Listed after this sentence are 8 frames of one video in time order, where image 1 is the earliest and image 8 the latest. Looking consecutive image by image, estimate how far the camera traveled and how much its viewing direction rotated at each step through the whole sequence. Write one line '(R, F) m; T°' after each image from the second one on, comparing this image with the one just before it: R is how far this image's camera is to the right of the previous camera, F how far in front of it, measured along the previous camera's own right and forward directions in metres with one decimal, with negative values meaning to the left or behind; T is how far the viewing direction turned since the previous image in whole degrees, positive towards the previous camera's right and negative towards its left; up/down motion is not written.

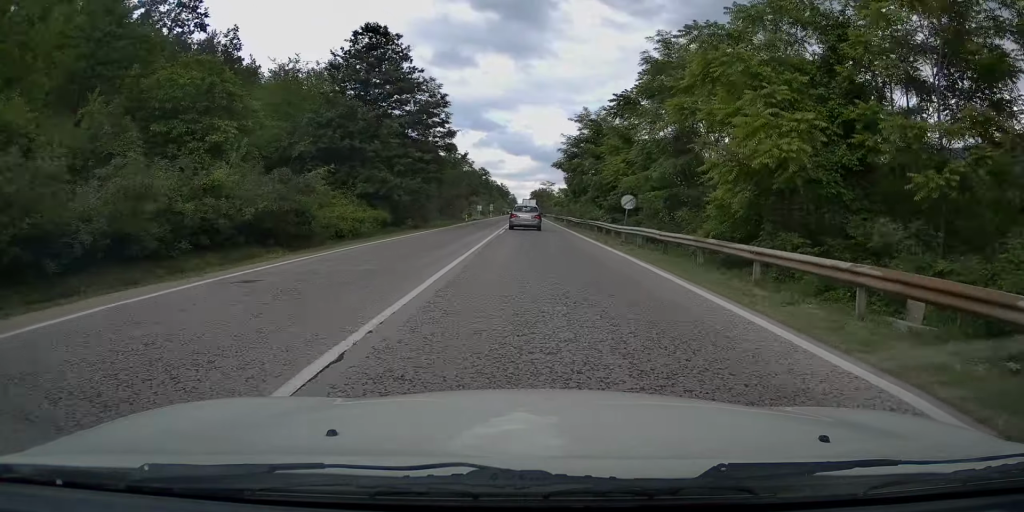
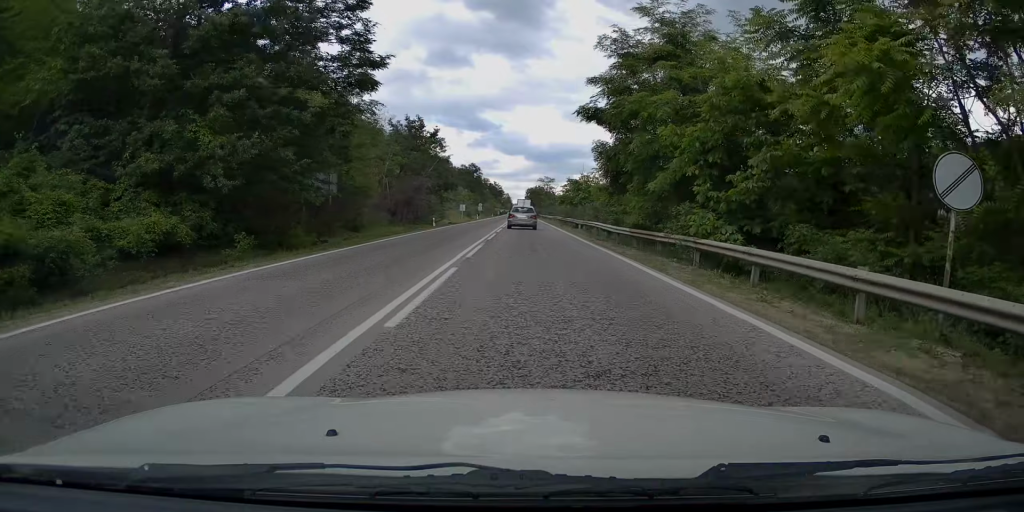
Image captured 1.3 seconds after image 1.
(-0.4, +22.8) m; -1°
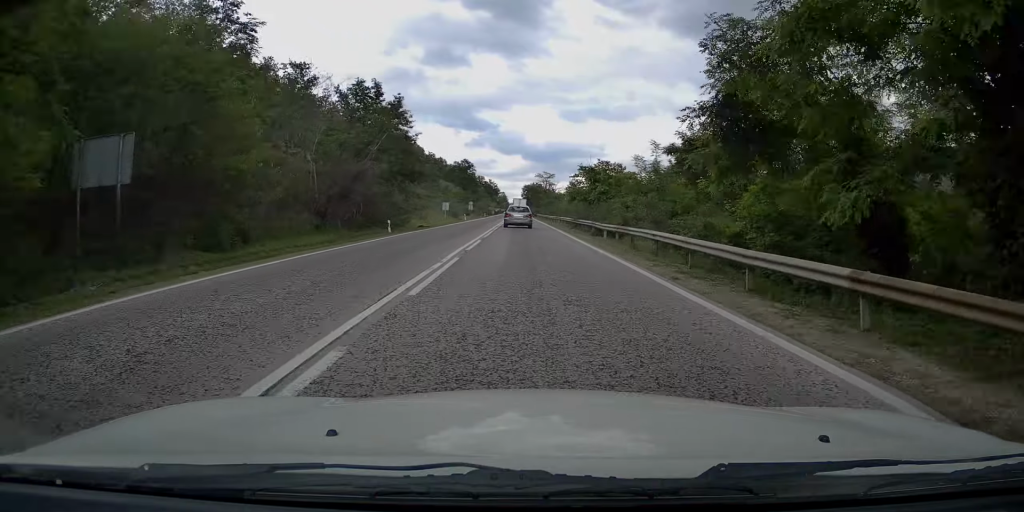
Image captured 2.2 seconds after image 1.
(+0.2, +15.7) m; +1°
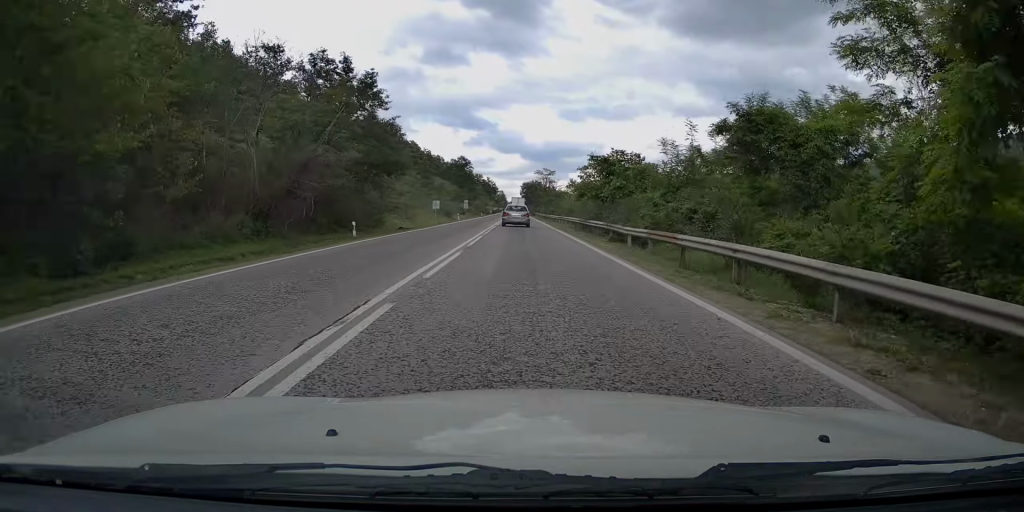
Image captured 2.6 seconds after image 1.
(0.0, +7.0) m; +1°
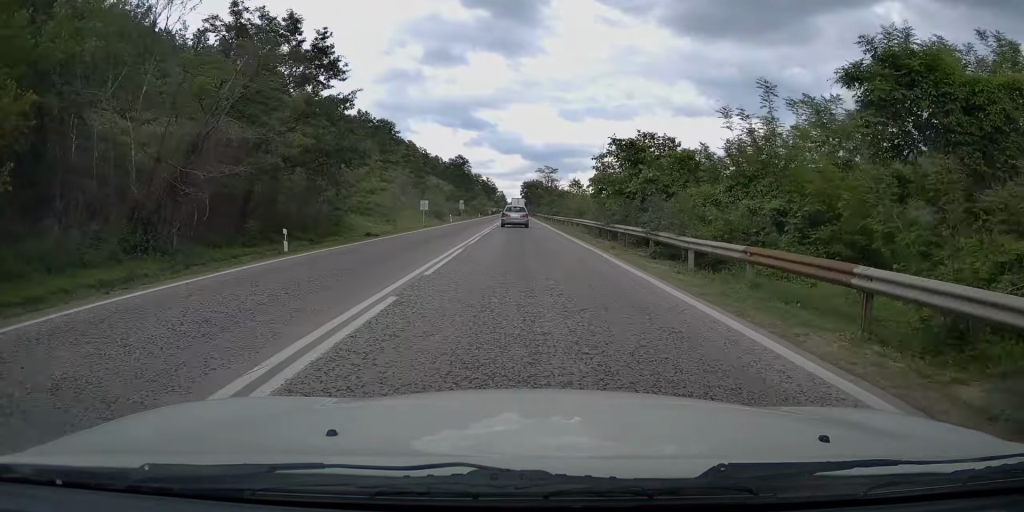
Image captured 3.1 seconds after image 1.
(0.0, +8.3) m; 0°
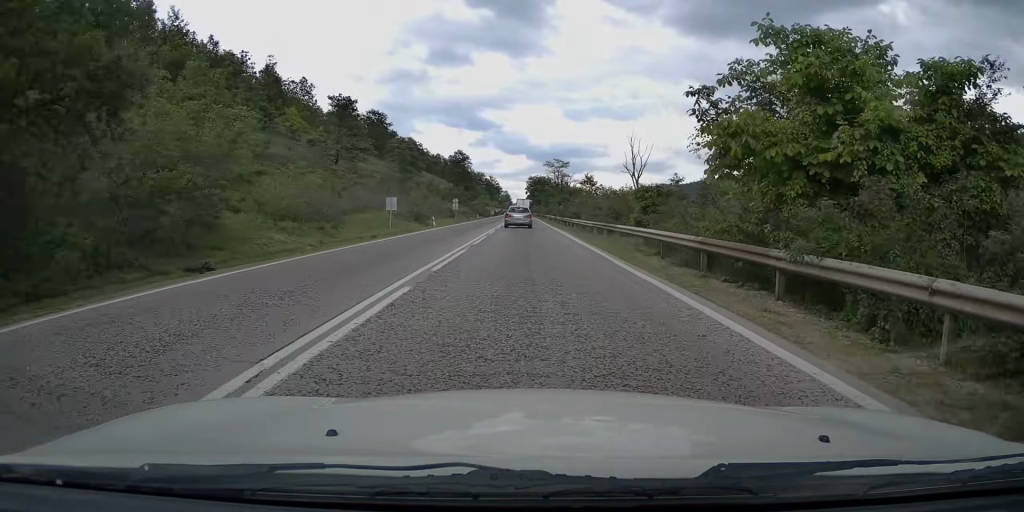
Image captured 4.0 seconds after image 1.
(0.0, +16.7) m; 0°
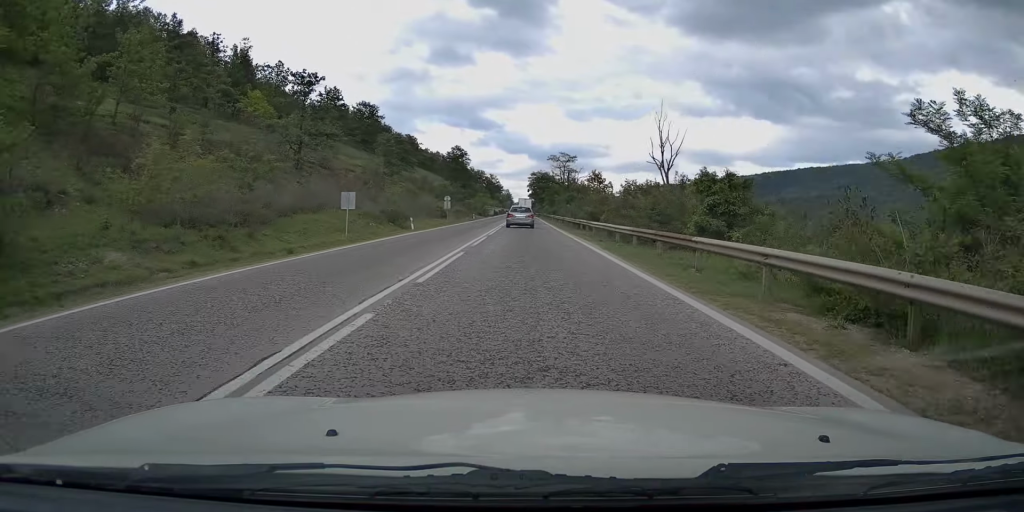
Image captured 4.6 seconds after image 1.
(0.0, +10.8) m; 0°
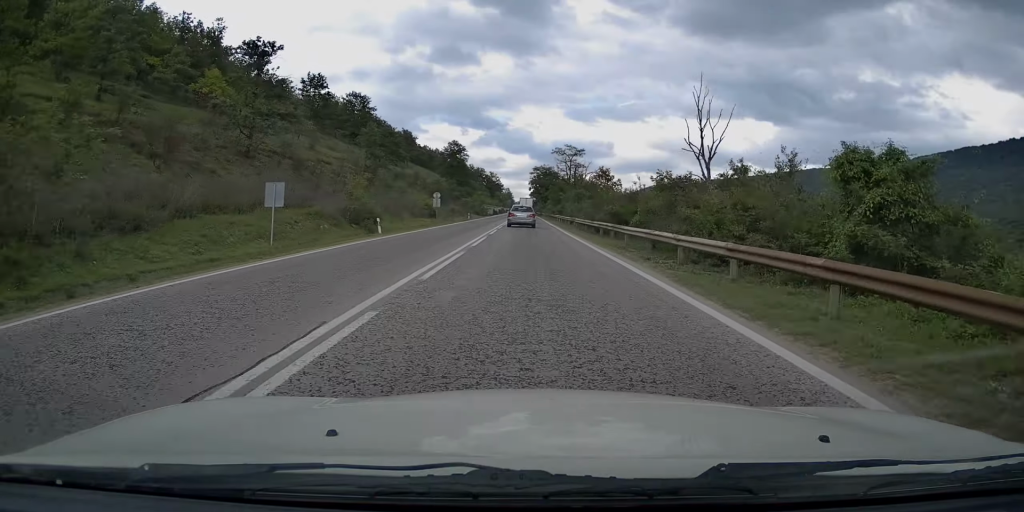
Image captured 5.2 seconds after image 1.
(0.0, +9.8) m; 0°
